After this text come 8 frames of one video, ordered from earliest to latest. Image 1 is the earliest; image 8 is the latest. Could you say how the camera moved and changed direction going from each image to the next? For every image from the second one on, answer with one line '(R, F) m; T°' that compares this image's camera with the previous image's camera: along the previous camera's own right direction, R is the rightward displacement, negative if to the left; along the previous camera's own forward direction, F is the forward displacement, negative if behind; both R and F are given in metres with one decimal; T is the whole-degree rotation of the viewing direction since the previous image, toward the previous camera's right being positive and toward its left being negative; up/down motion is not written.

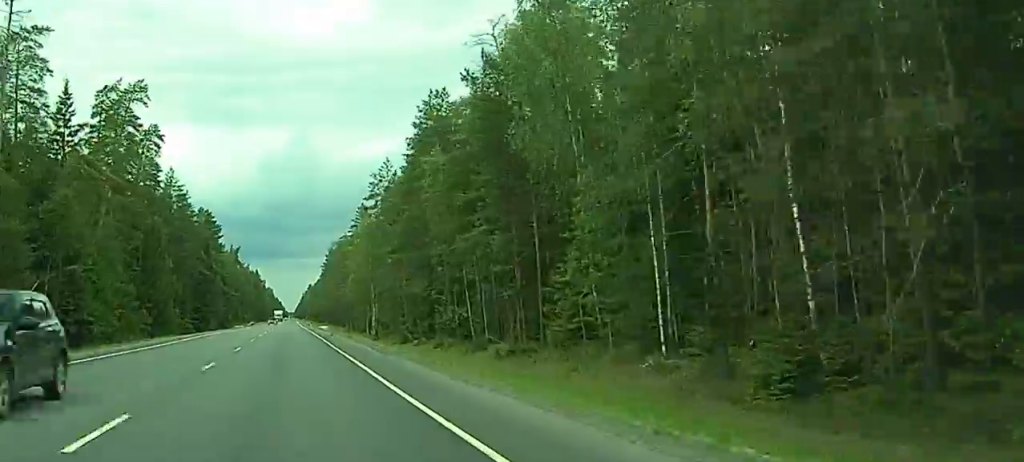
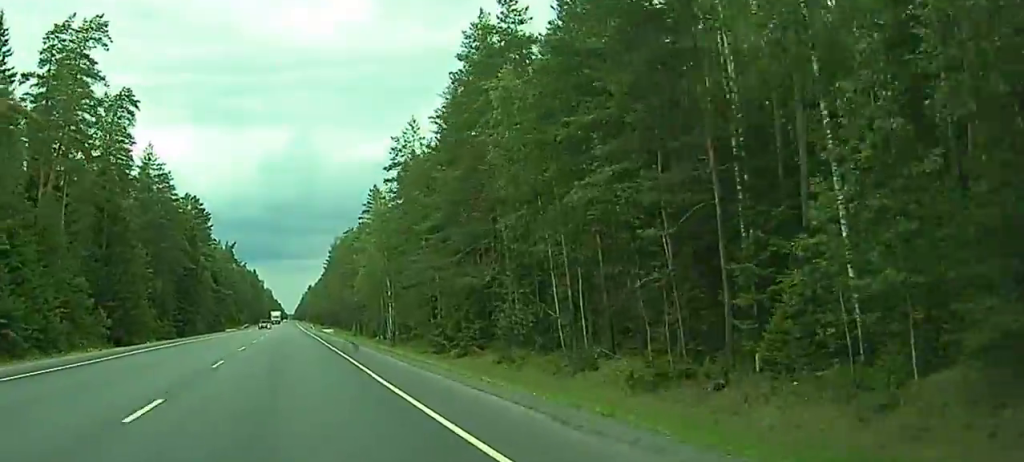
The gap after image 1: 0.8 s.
(0.0, +21.4) m; 0°
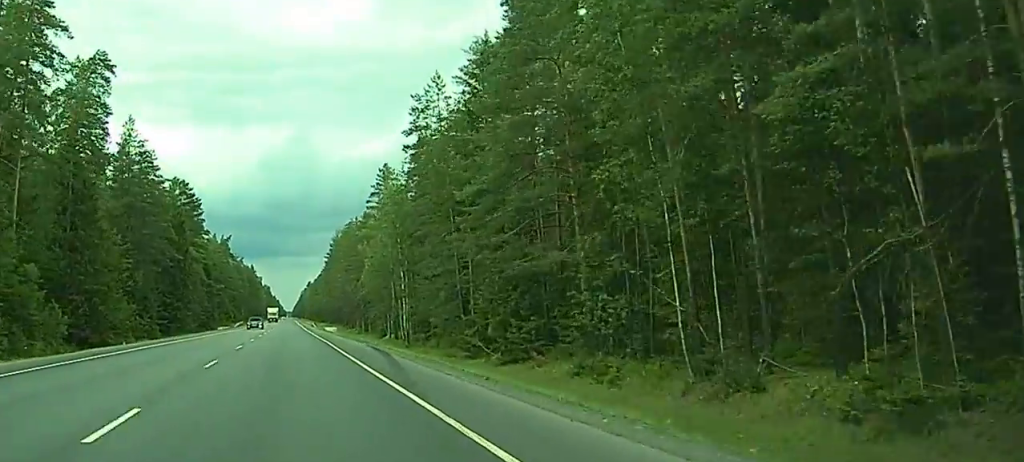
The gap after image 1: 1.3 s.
(-0.1, +14.0) m; 0°
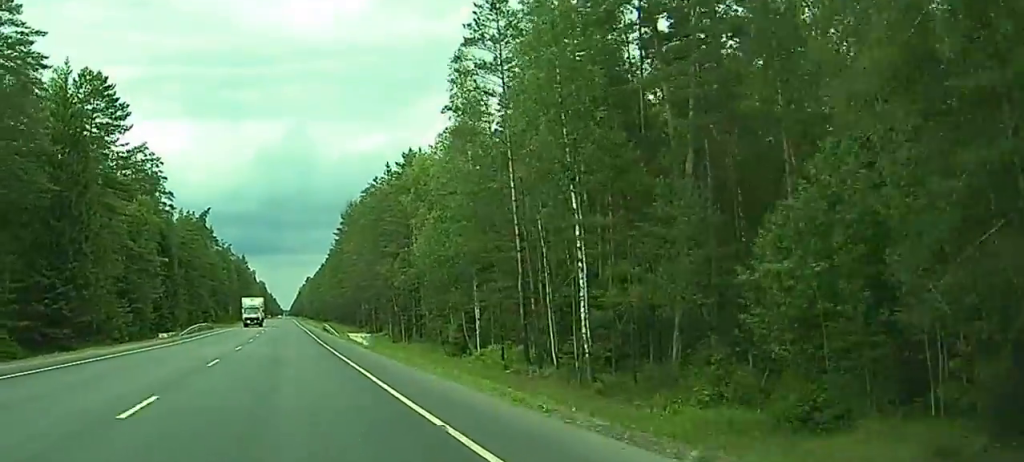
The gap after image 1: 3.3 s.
(+1.2, +57.7) m; +2°
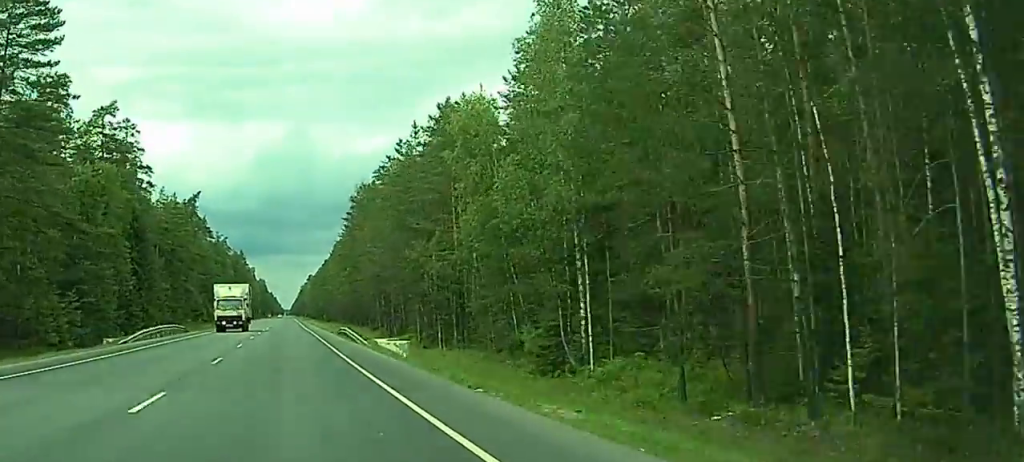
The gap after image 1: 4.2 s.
(0.0, +23.2) m; 0°
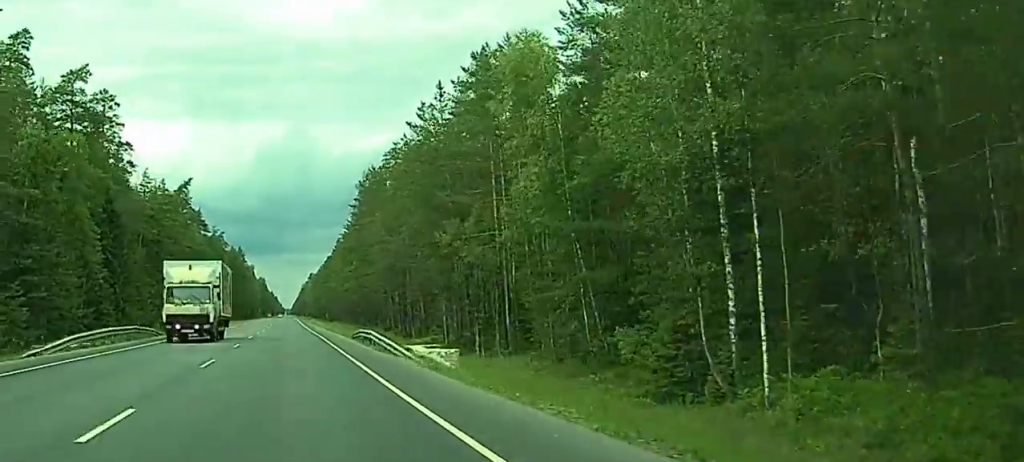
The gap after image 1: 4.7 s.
(0.0, +14.8) m; 0°
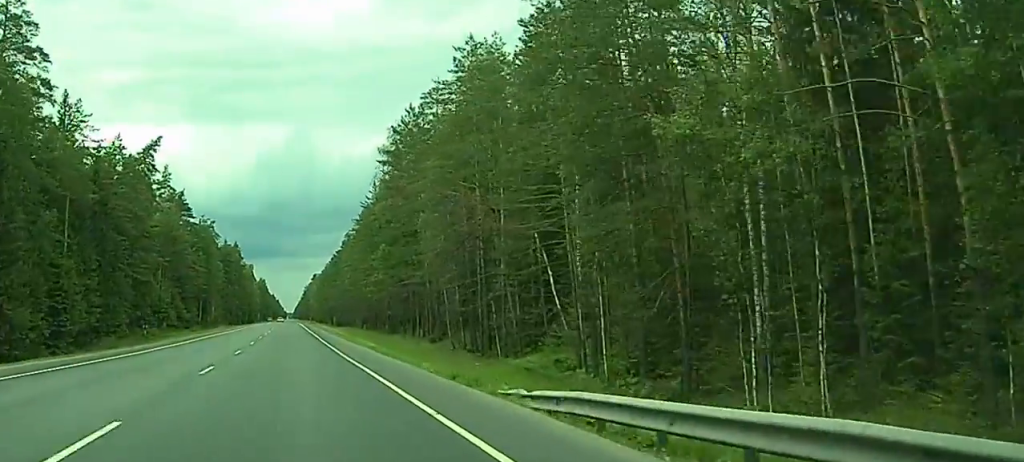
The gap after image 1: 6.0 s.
(-0.2, +37.0) m; 0°
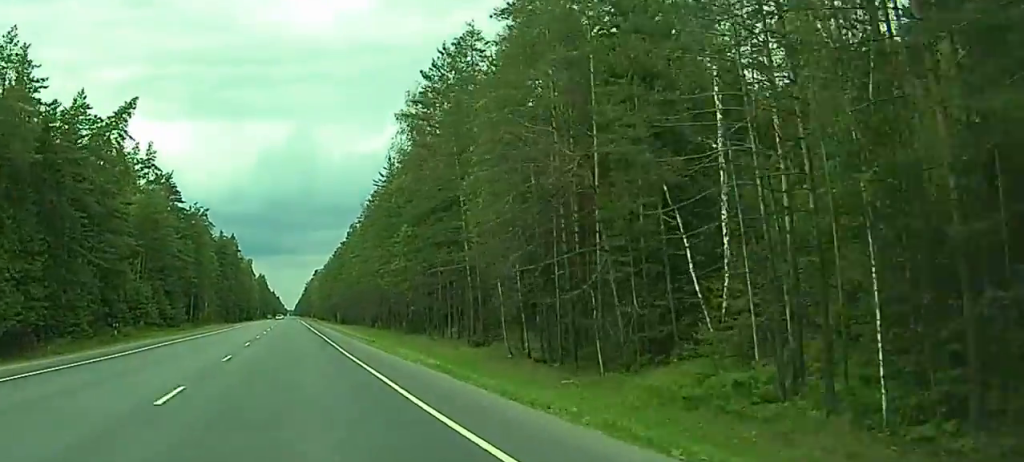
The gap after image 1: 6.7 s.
(0.0, +18.4) m; 0°
